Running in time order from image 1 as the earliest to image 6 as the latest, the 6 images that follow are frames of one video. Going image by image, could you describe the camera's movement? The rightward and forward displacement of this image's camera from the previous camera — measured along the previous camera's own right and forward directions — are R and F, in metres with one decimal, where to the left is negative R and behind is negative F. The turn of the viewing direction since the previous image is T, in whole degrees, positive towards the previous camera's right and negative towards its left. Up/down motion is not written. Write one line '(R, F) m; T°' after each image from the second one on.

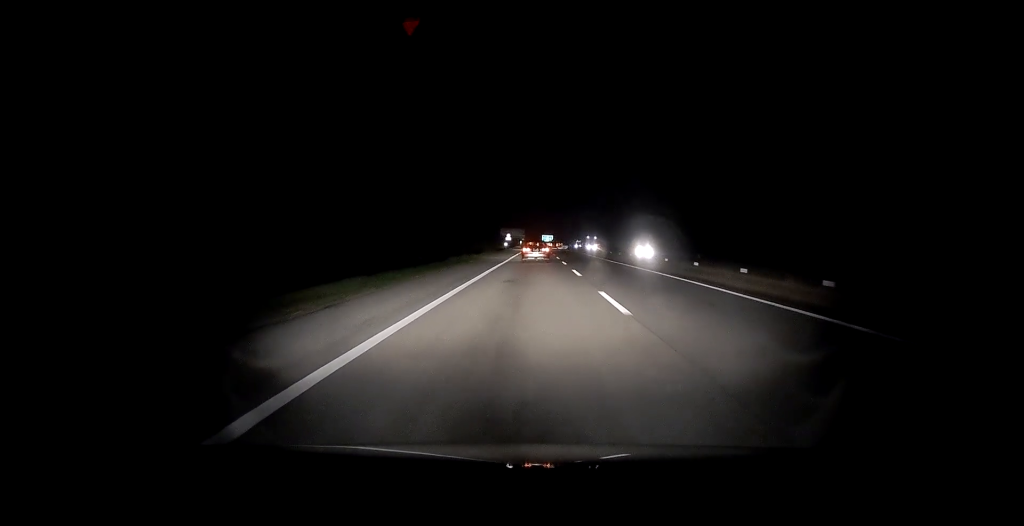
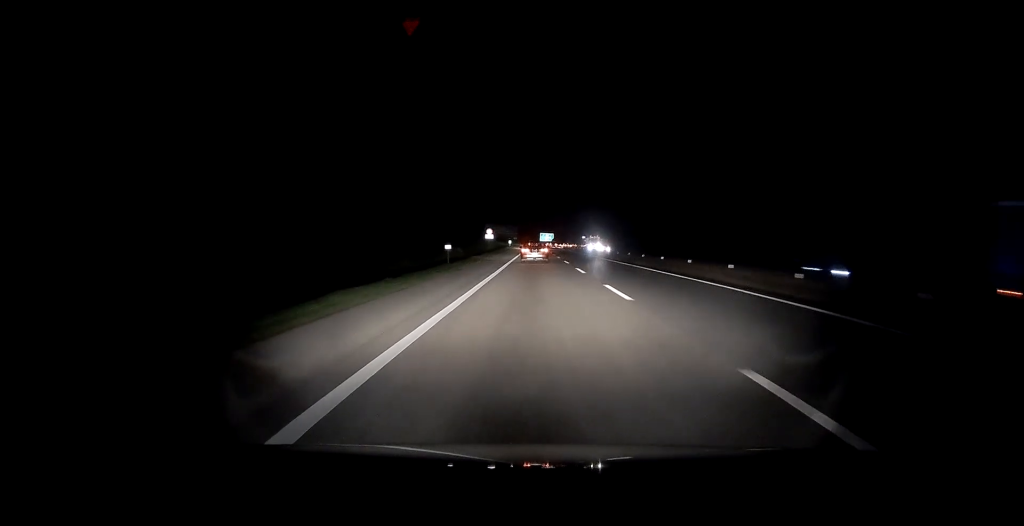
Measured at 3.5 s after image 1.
(+0.8, +69.4) m; 0°
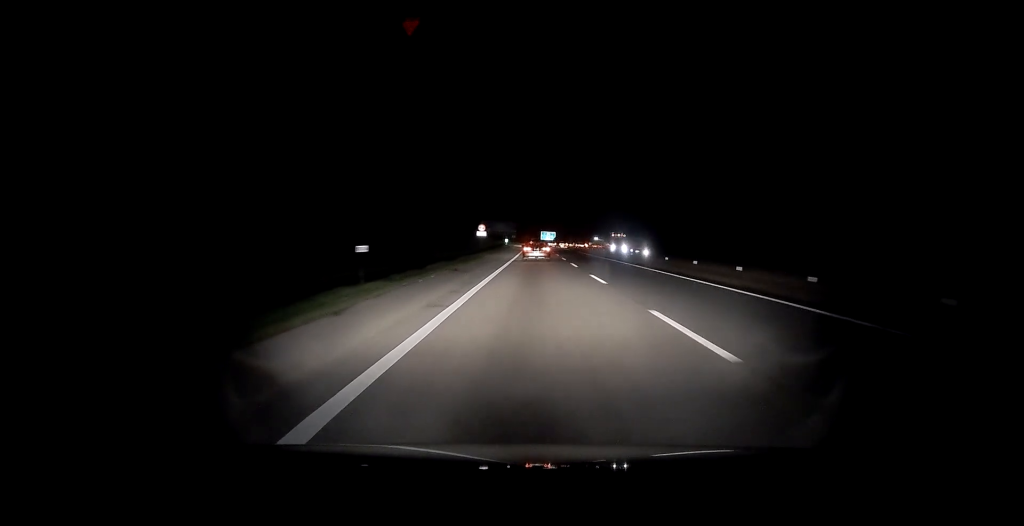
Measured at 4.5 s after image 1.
(-0.1, +18.9) m; 0°
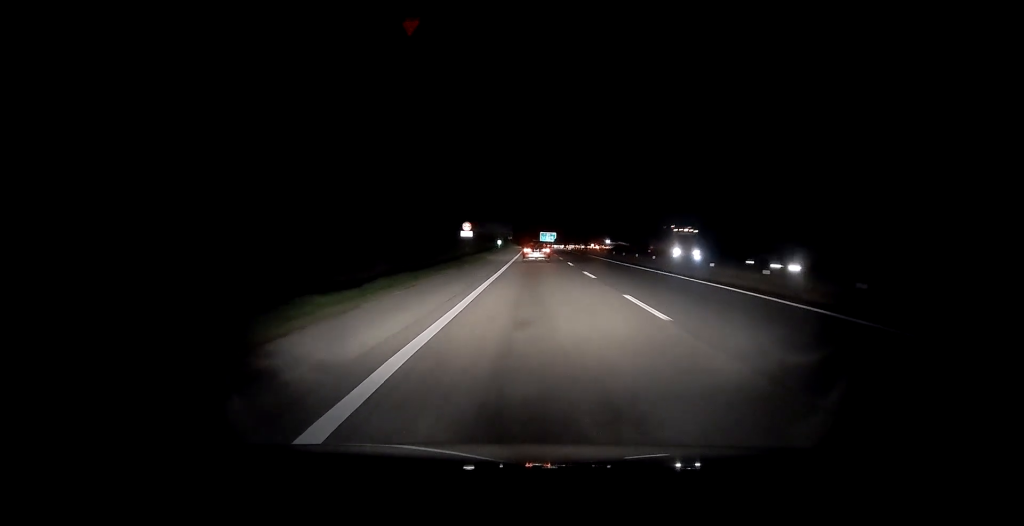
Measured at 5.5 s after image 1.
(+0.1, +20.6) m; 0°
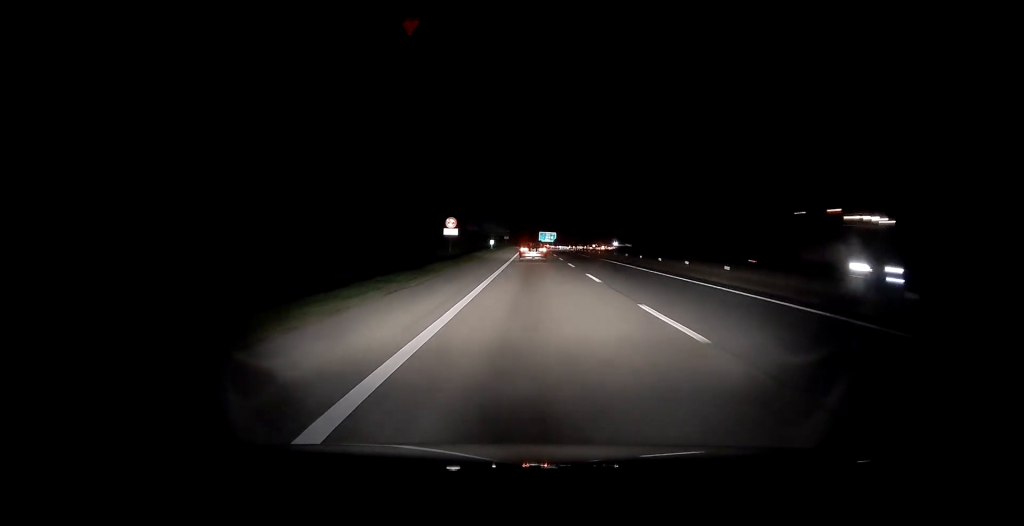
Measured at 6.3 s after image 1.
(+0.1, +14.1) m; -1°
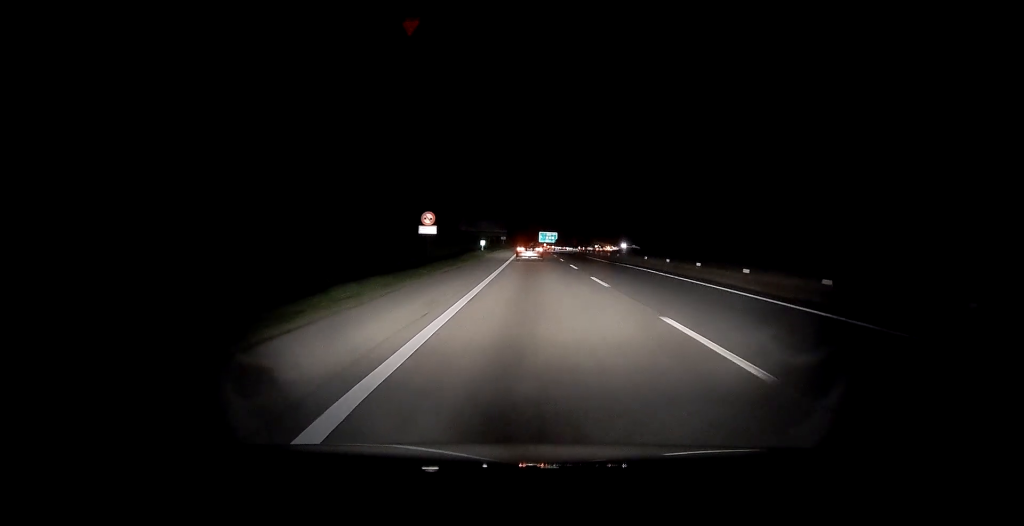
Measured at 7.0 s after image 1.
(-0.3, +14.1) m; +1°
